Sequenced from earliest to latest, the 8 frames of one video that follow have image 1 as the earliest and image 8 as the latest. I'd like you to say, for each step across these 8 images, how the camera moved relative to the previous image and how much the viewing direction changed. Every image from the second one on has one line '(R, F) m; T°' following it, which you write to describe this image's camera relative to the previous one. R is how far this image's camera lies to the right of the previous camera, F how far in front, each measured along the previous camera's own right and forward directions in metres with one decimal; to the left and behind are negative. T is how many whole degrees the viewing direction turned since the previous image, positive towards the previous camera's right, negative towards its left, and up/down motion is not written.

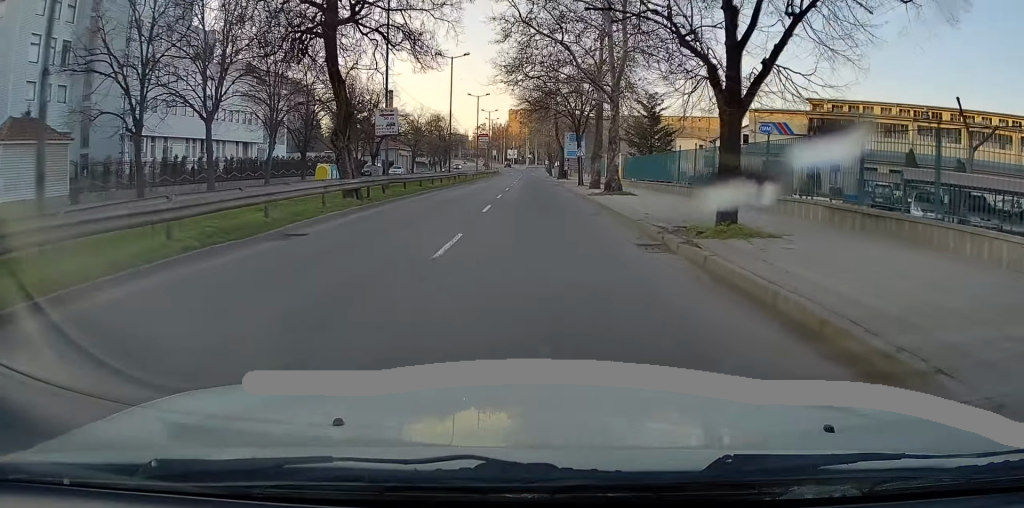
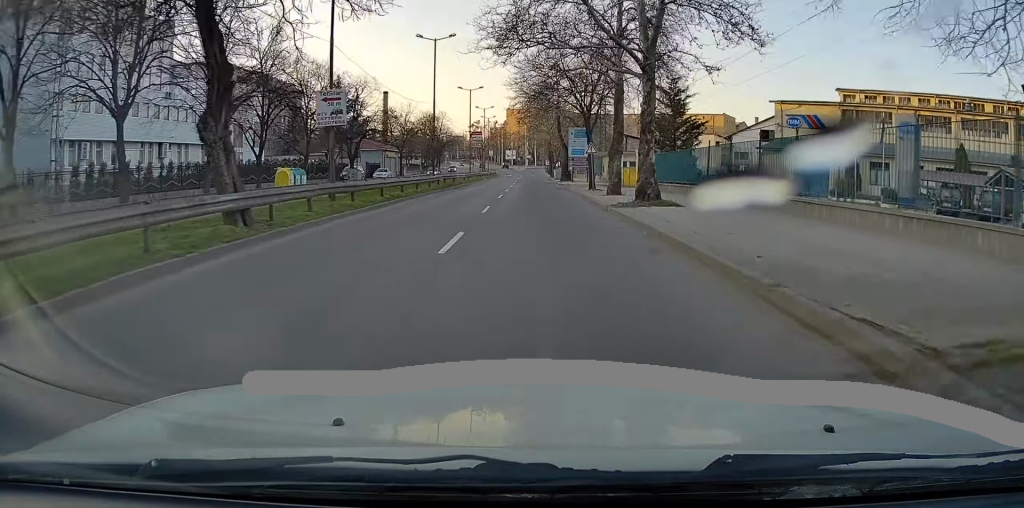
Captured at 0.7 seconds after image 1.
(+0.1, +8.3) m; 0°
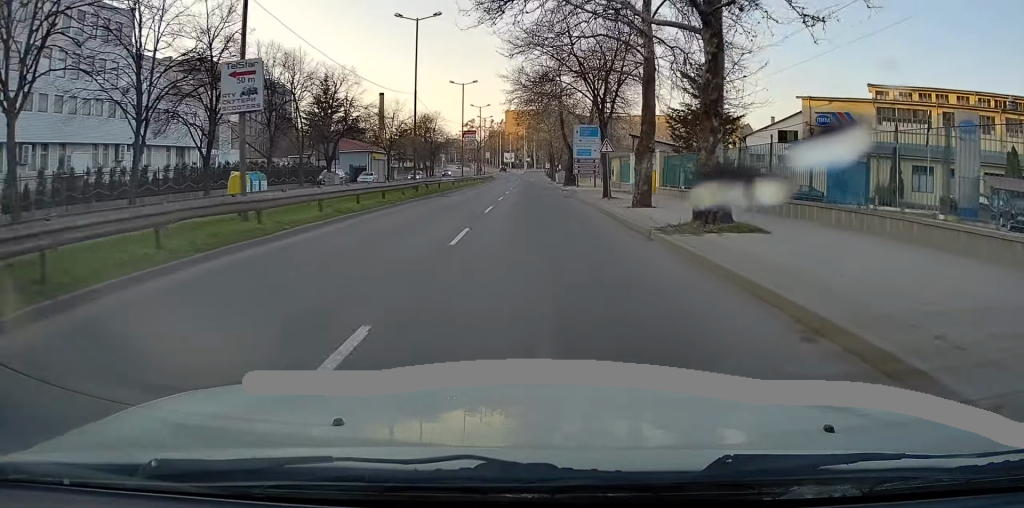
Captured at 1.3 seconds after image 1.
(0.0, +7.0) m; 0°
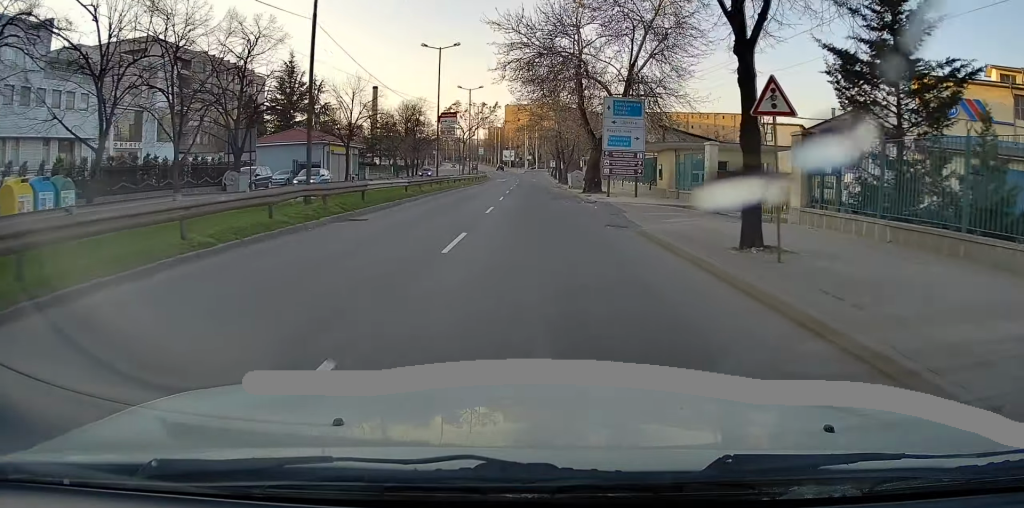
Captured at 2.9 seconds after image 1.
(-0.3, +18.3) m; -1°
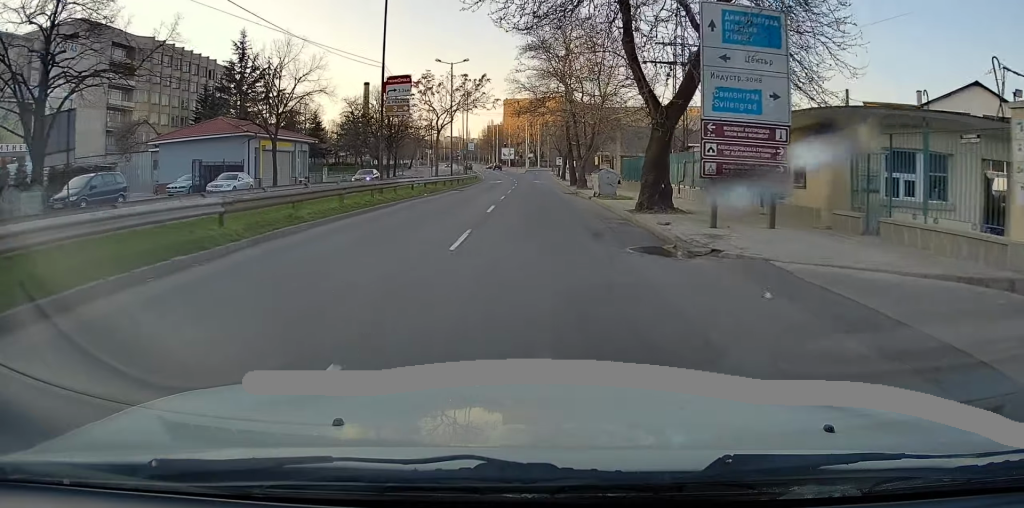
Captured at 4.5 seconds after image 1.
(0.0, +17.7) m; 0°
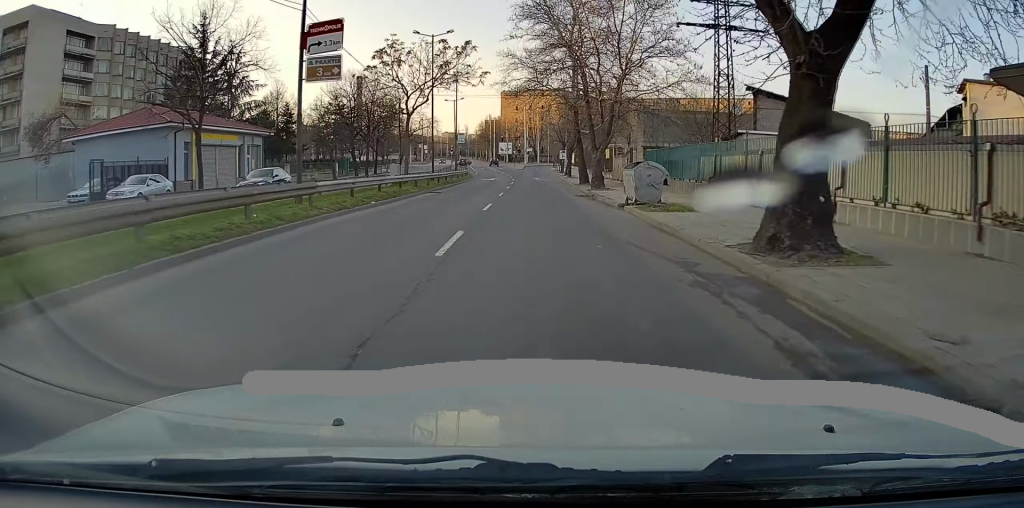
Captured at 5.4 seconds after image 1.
(+0.1, +10.2) m; +1°
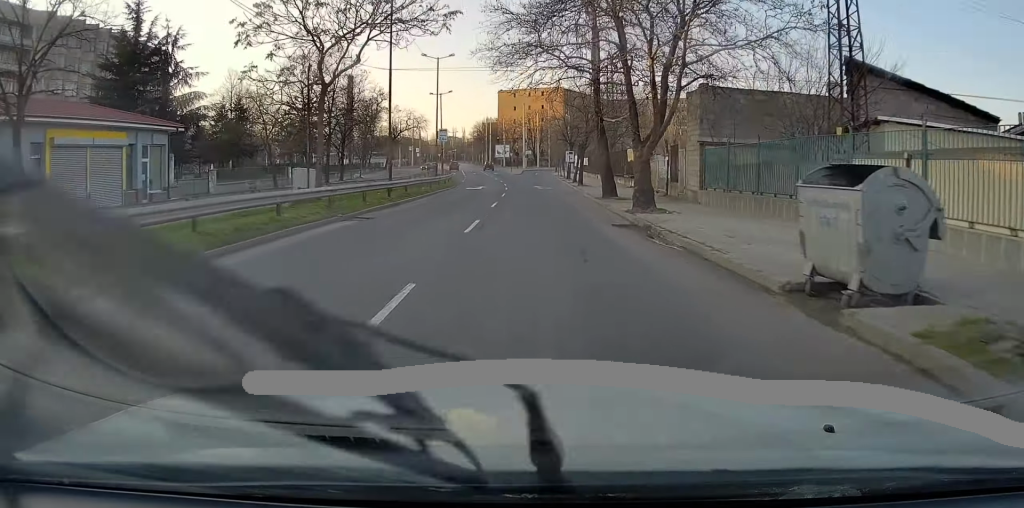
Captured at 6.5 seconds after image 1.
(+0.1, +13.3) m; 0°
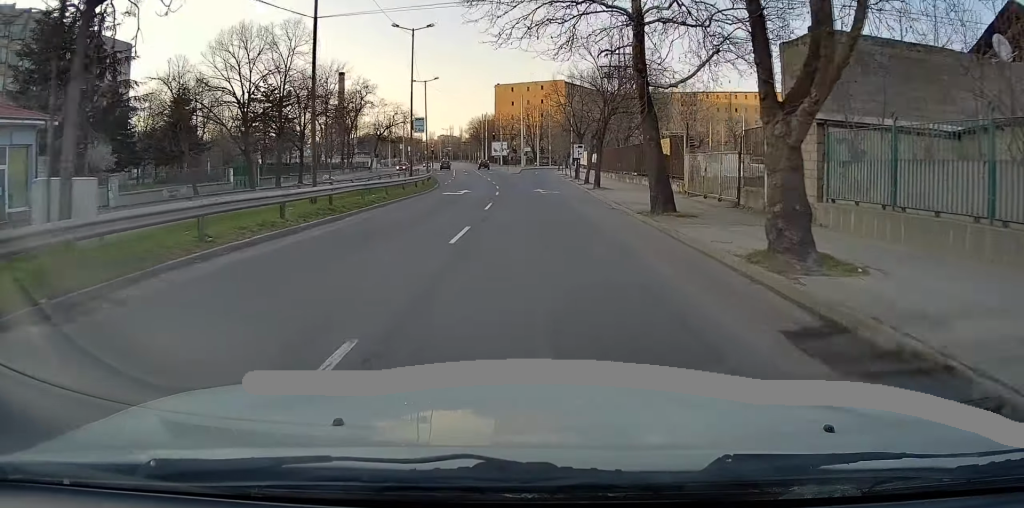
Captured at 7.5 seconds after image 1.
(-0.1, +11.1) m; 0°
